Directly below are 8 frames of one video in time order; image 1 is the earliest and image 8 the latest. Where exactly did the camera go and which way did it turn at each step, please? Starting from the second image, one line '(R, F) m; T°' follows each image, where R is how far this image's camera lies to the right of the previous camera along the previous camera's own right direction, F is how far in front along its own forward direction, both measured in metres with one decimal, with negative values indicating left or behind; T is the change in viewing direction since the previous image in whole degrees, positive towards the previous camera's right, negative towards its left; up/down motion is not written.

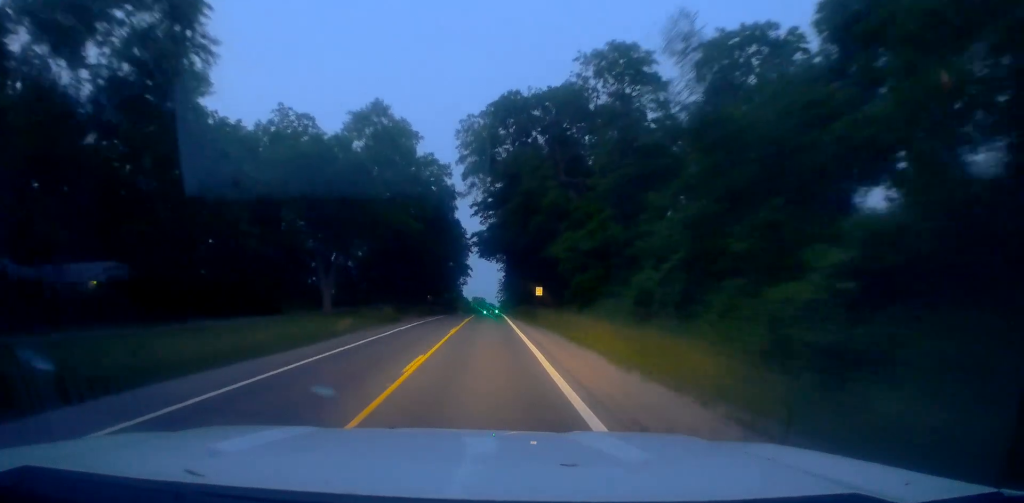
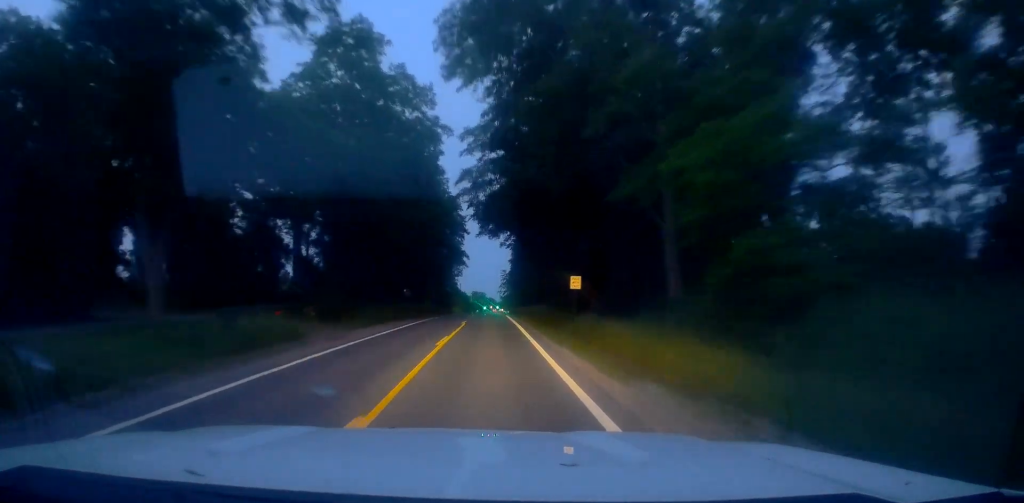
(-0.7, +24.4) m; 0°
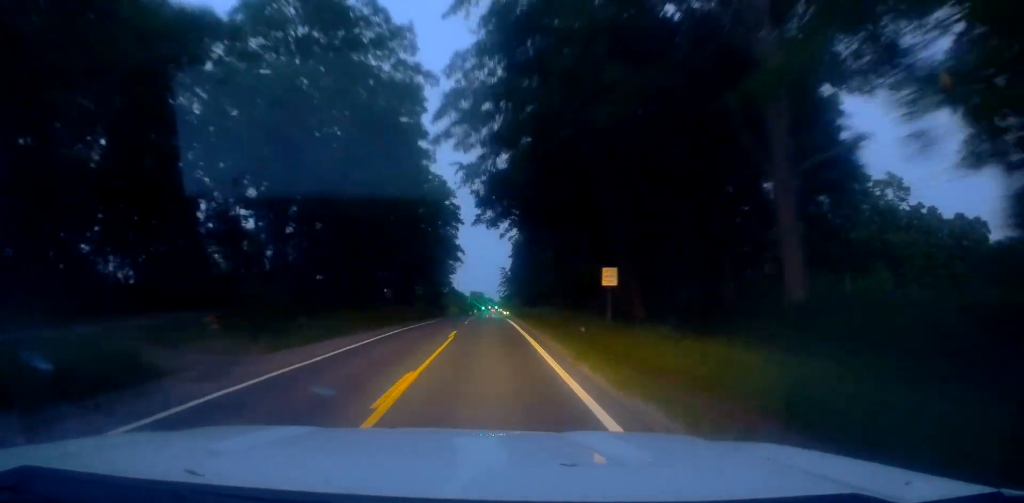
(+0.2, +10.3) m; 0°
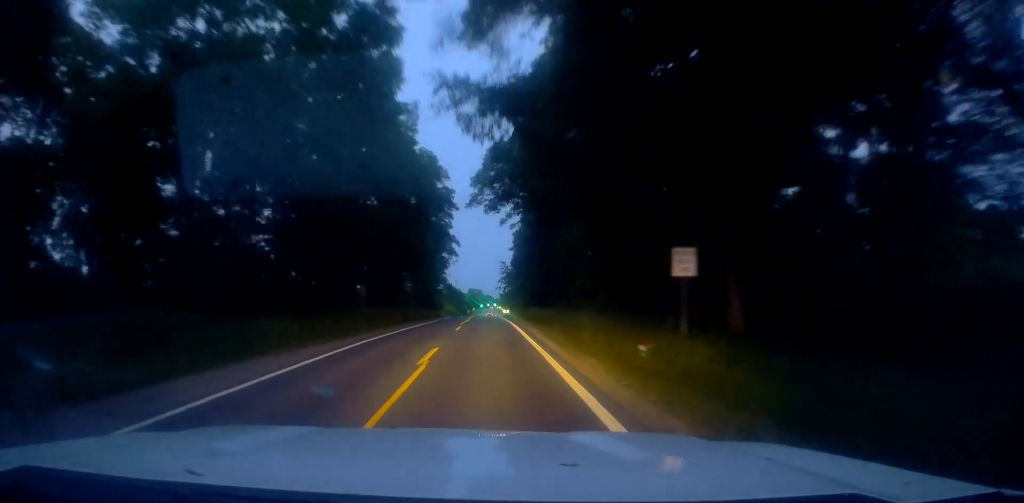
(+0.4, +9.7) m; 0°
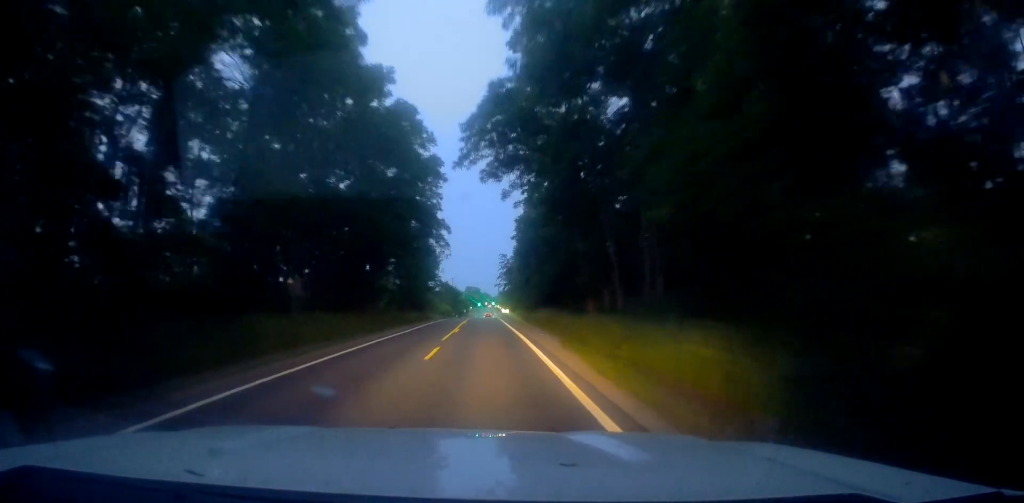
(-0.5, +13.5) m; -1°
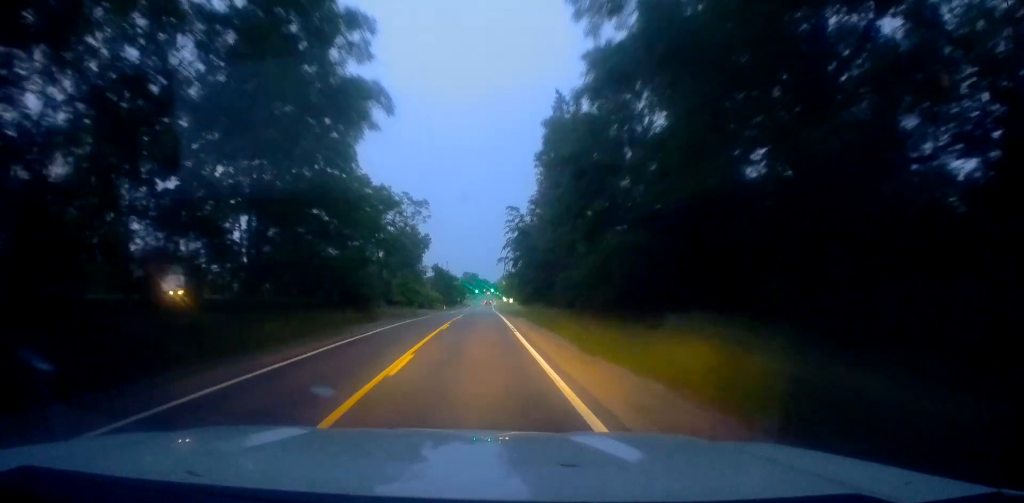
(+0.6, +34.1) m; +1°
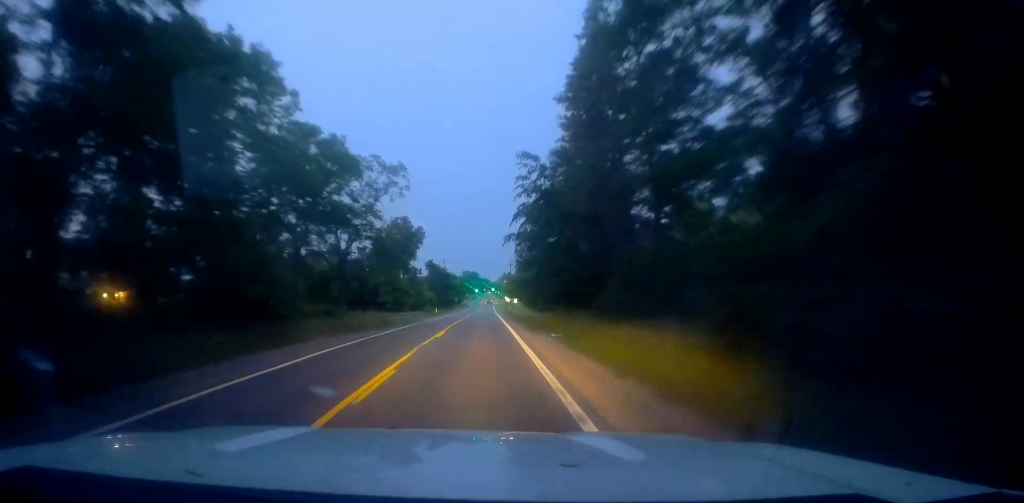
(-0.2, +17.6) m; -1°
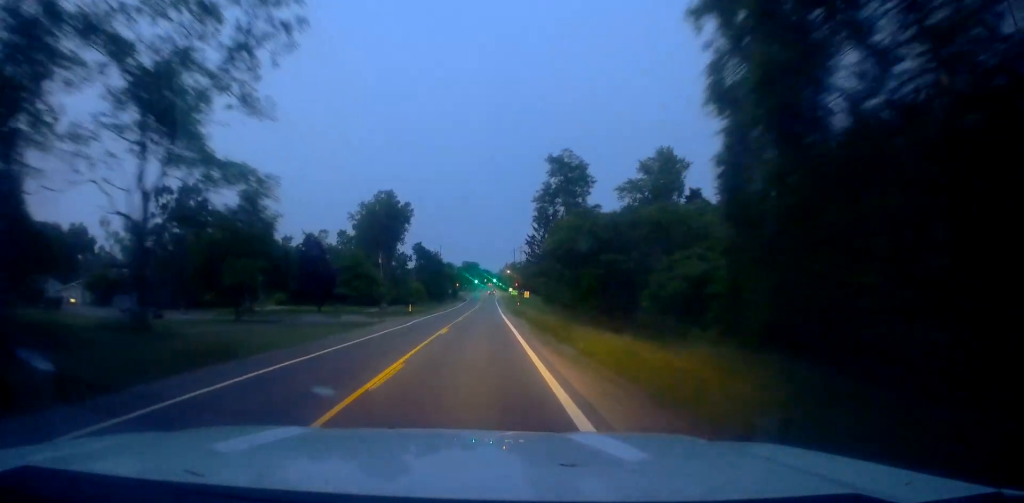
(+0.3, +28.5) m; 0°
